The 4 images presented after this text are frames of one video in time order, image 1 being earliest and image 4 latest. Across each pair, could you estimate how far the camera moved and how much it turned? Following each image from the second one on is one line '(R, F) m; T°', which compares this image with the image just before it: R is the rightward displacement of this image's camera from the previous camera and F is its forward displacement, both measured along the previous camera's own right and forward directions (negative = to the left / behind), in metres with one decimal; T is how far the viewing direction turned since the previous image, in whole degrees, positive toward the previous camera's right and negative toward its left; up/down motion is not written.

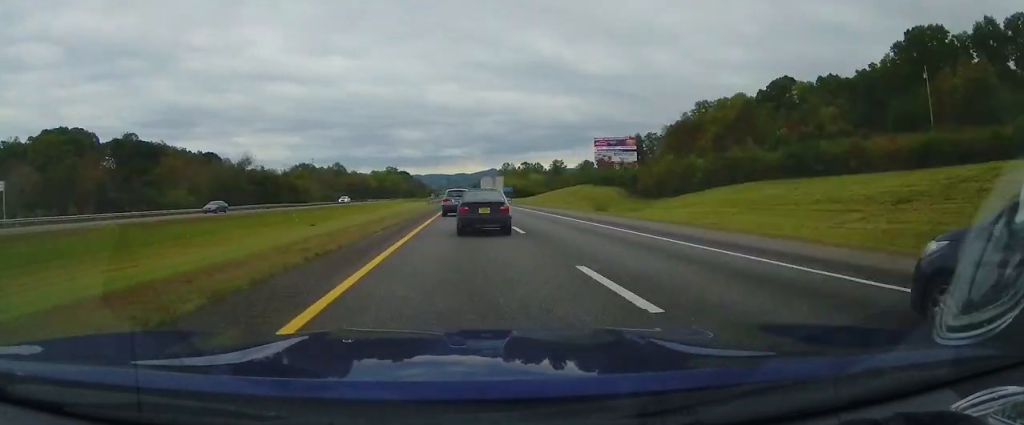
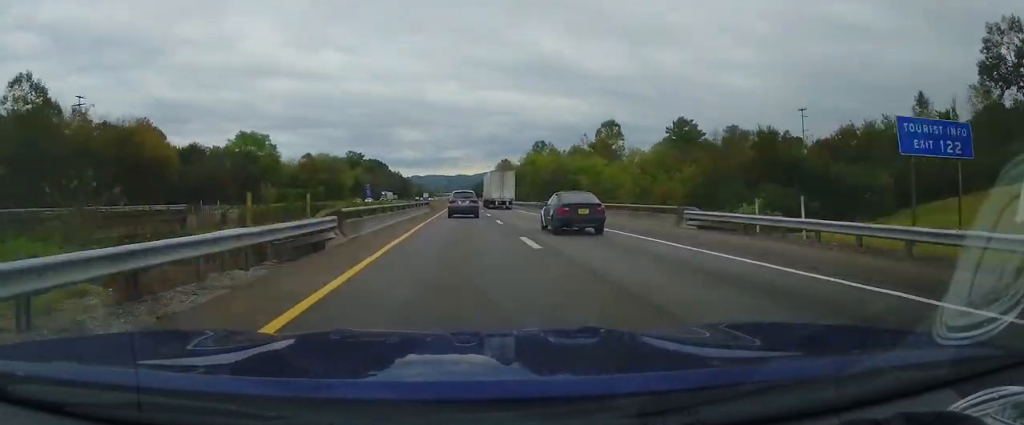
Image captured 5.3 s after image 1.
(-0.6, +164.5) m; 0°
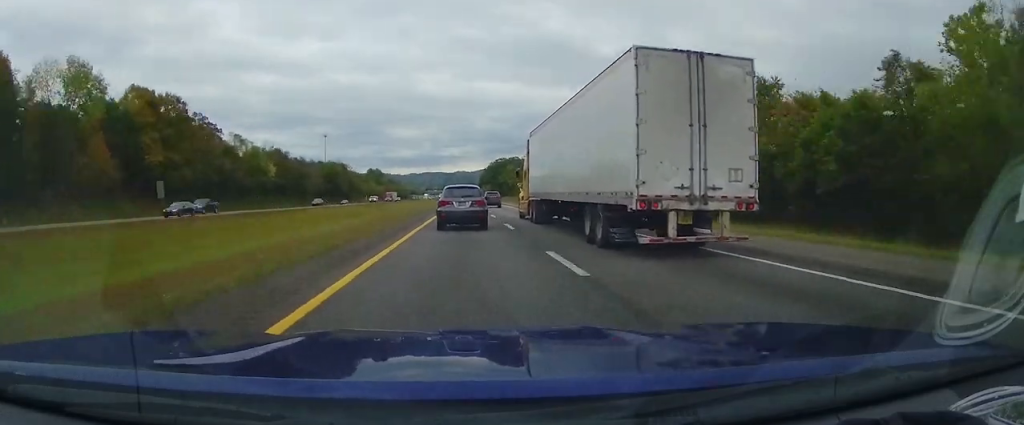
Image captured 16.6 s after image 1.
(+0.4, +479.9) m; 0°
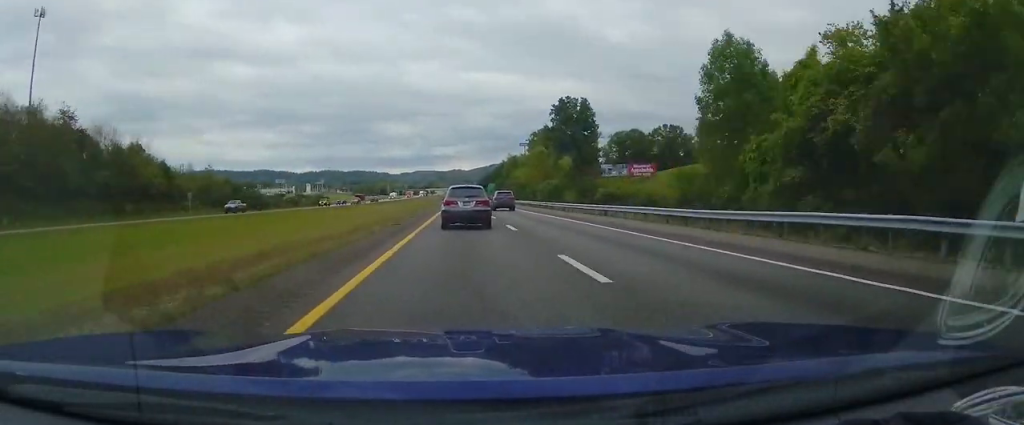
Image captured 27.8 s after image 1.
(-1.4, +376.6) m; 0°
